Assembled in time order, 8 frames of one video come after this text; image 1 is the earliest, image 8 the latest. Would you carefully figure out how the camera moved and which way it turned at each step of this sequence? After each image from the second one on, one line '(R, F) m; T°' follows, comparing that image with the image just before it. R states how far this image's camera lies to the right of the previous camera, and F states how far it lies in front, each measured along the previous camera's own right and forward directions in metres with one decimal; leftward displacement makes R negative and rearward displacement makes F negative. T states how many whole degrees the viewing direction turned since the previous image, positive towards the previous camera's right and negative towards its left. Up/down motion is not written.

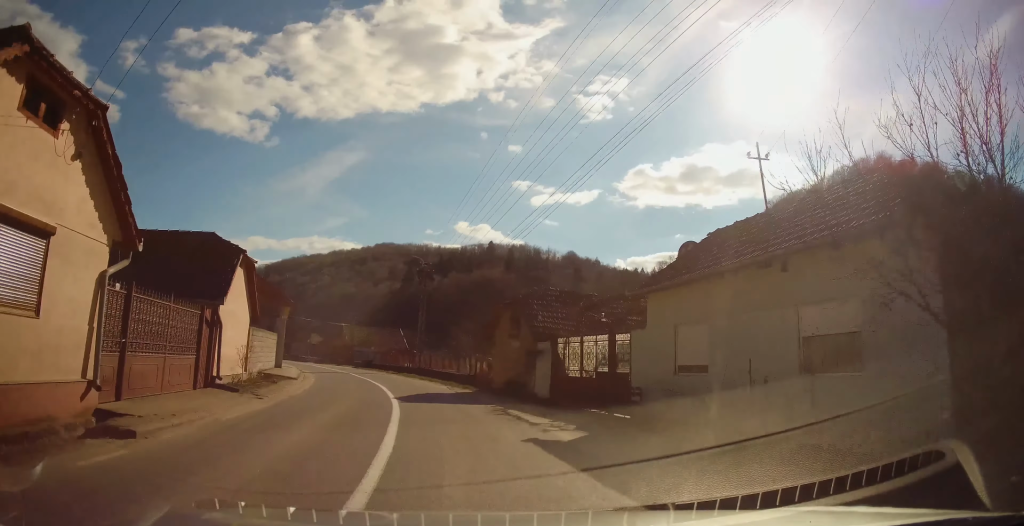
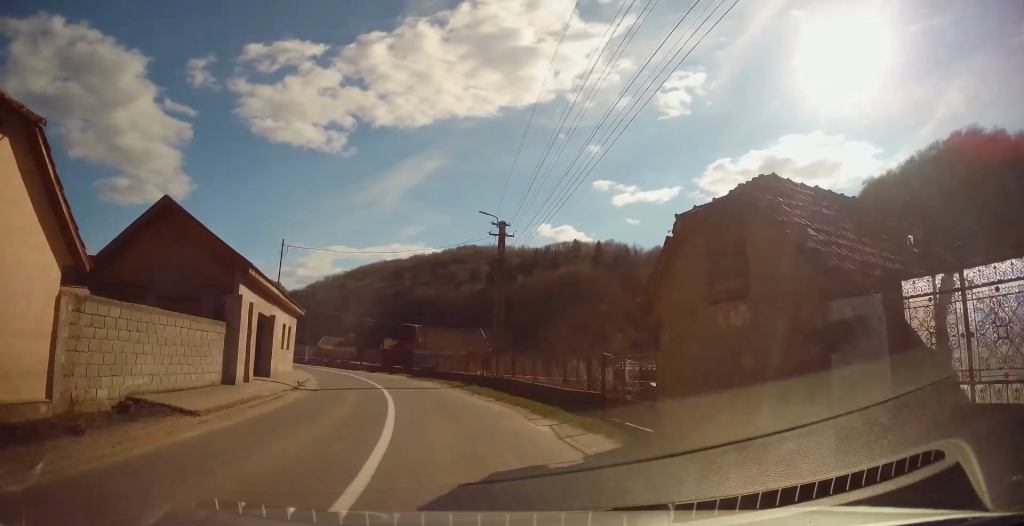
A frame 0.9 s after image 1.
(-0.9, +13.0) m; -8°
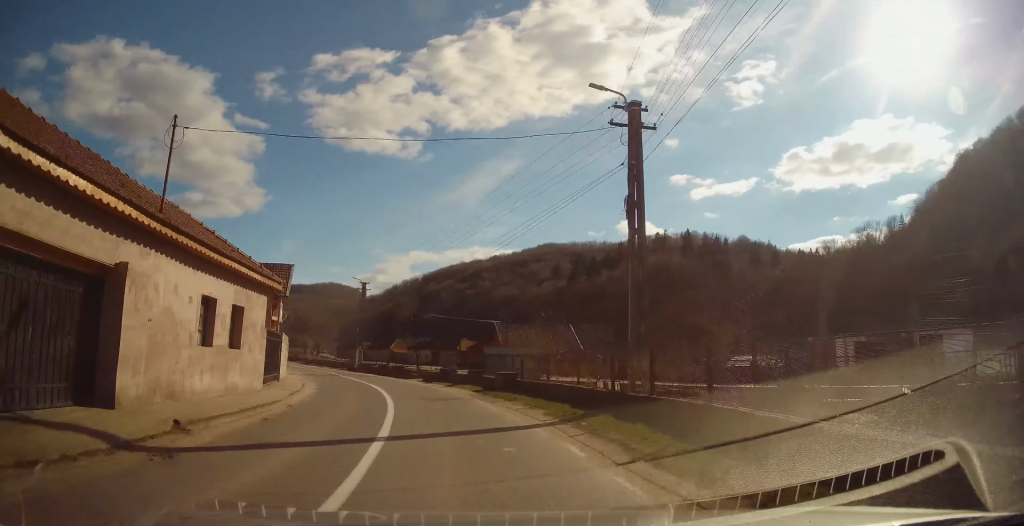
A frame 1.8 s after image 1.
(-0.6, +12.4) m; -9°
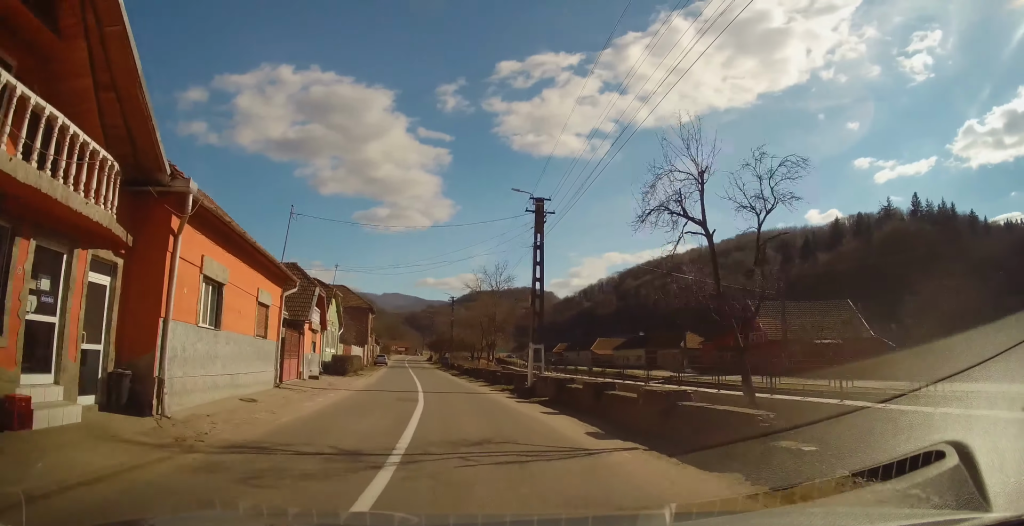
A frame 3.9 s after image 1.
(-5.7, +28.5) m; -19°
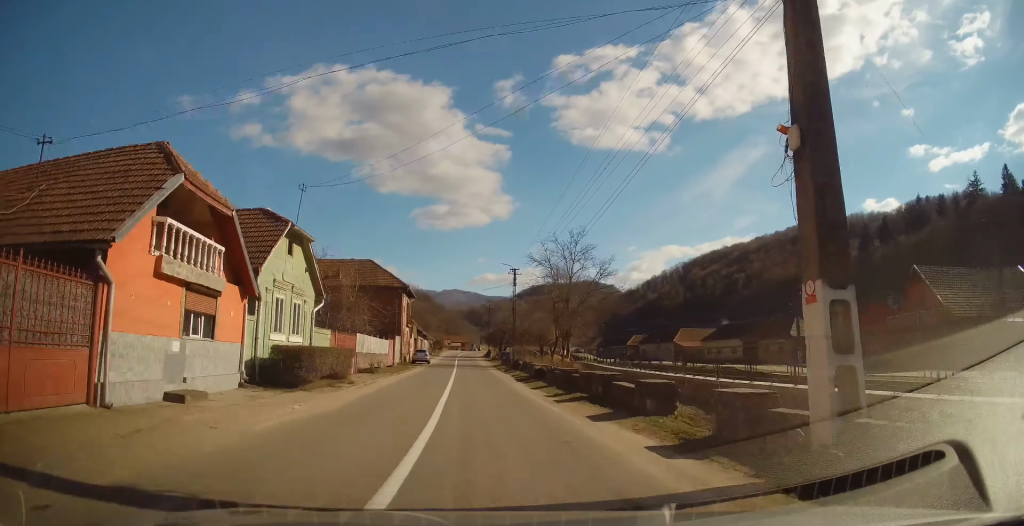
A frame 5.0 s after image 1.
(-1.0, +16.9) m; -4°
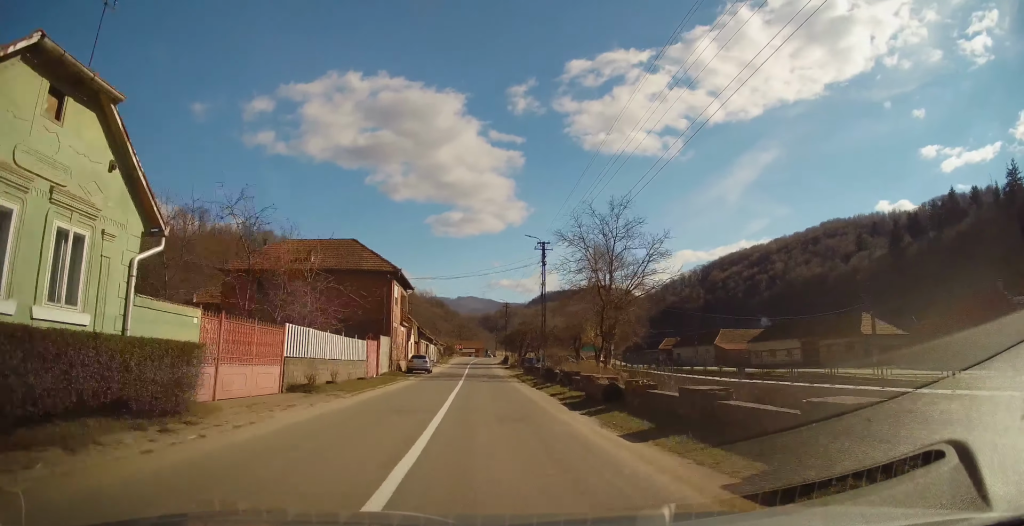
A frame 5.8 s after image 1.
(-0.2, +12.2) m; -1°
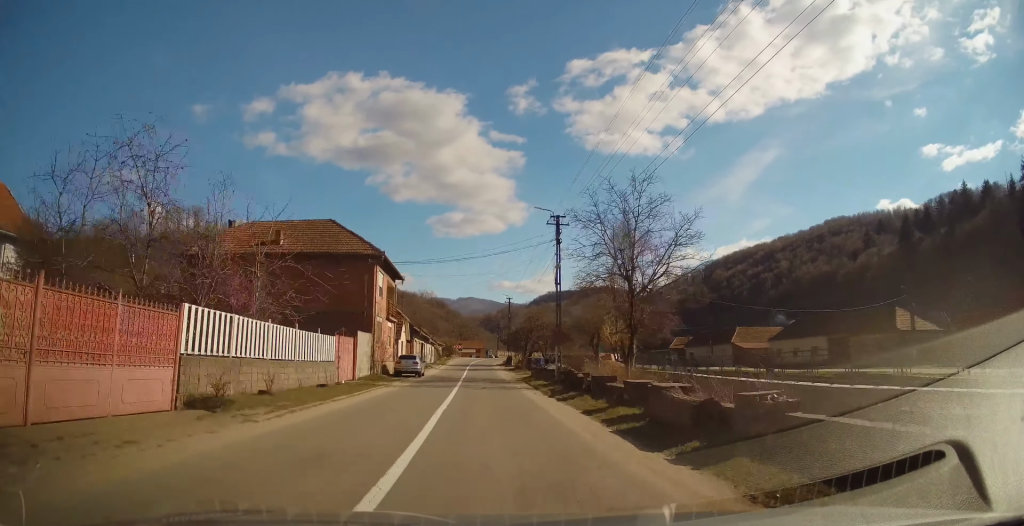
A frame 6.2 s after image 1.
(0.0, +6.2) m; -1°
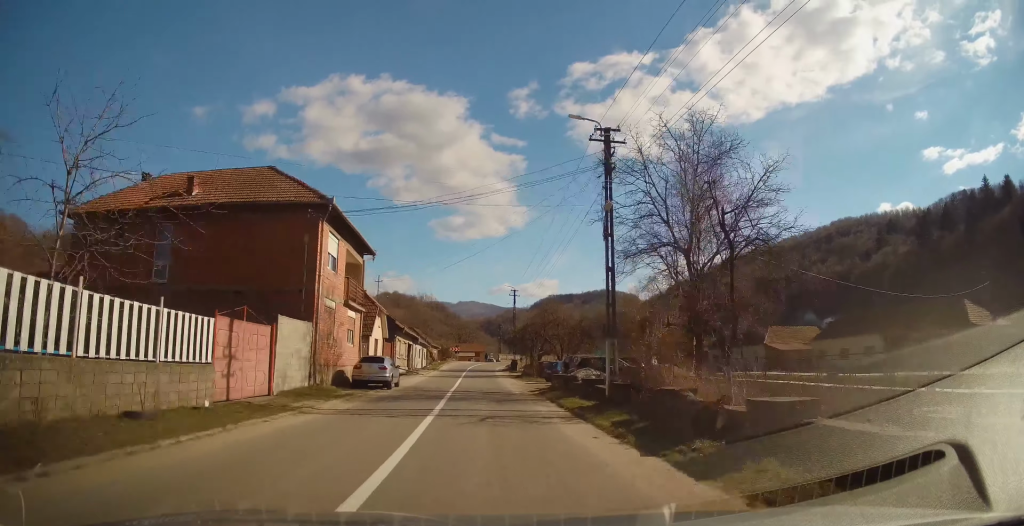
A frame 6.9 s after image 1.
(0.0, +10.7) m; -1°
